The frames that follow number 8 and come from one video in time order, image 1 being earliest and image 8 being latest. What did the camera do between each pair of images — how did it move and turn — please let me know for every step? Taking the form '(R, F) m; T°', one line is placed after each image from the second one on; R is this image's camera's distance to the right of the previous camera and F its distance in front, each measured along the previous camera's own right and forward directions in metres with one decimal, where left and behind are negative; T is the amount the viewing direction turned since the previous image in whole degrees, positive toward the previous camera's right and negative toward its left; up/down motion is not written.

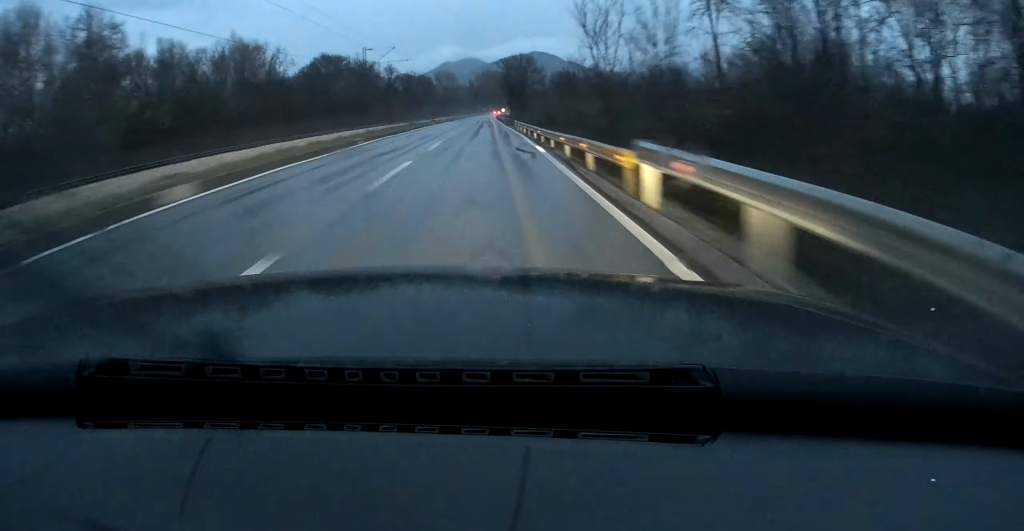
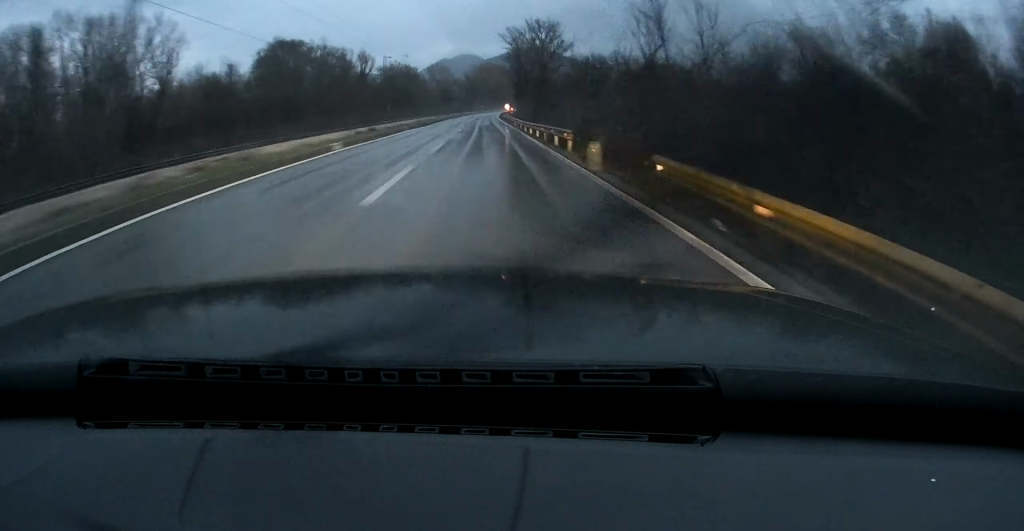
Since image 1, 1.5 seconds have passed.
(-0.1, +42.7) m; 0°
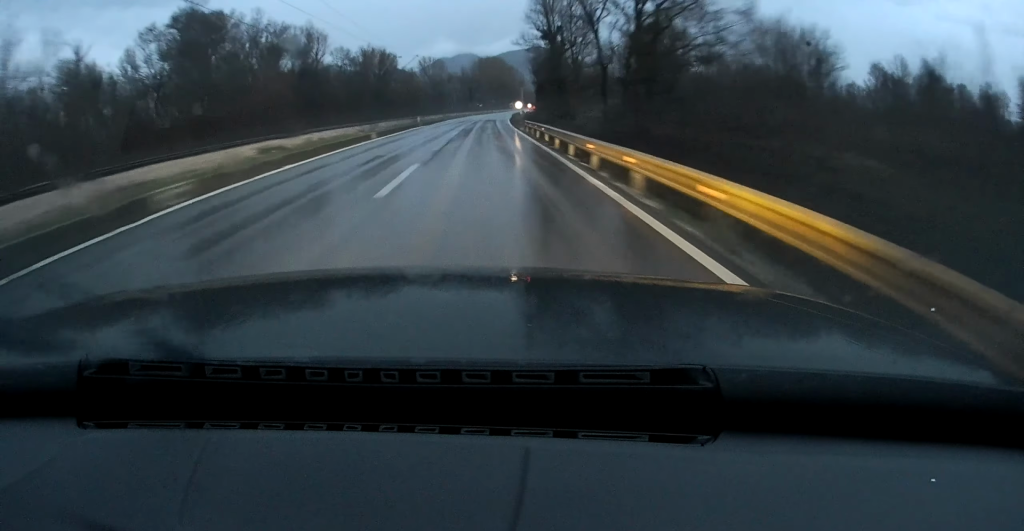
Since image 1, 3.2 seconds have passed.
(+0.1, +50.5) m; 0°
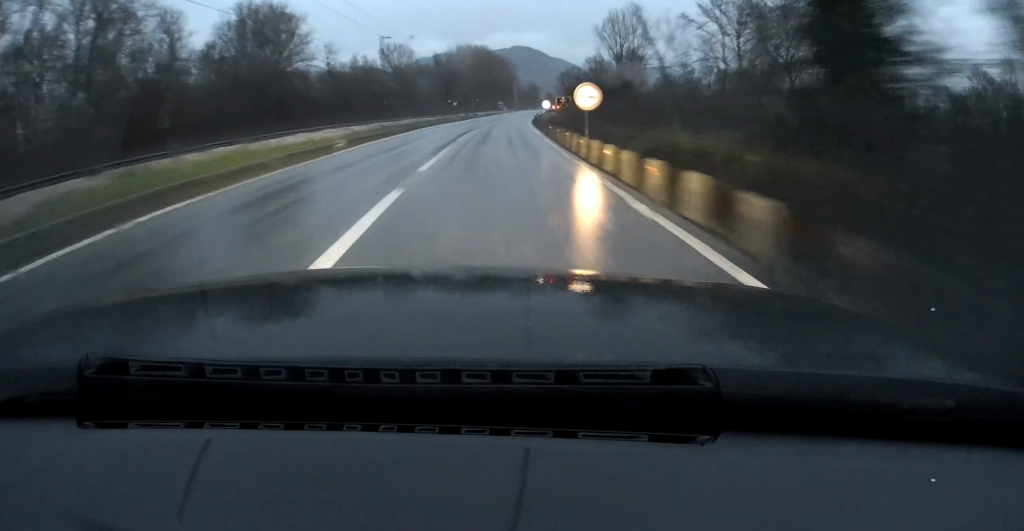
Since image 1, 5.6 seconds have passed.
(+0.9, +70.2) m; +3°
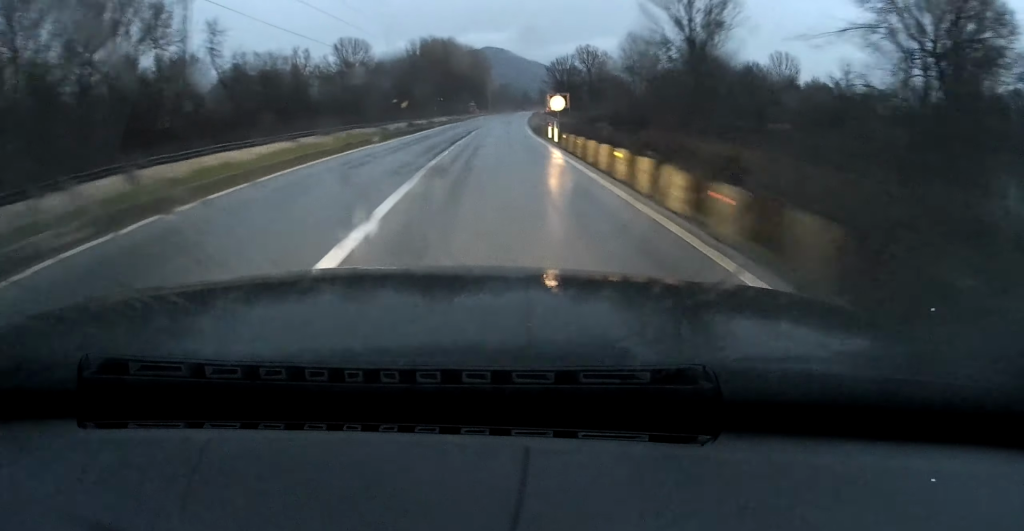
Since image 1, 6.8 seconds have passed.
(0.0, +35.2) m; +2°
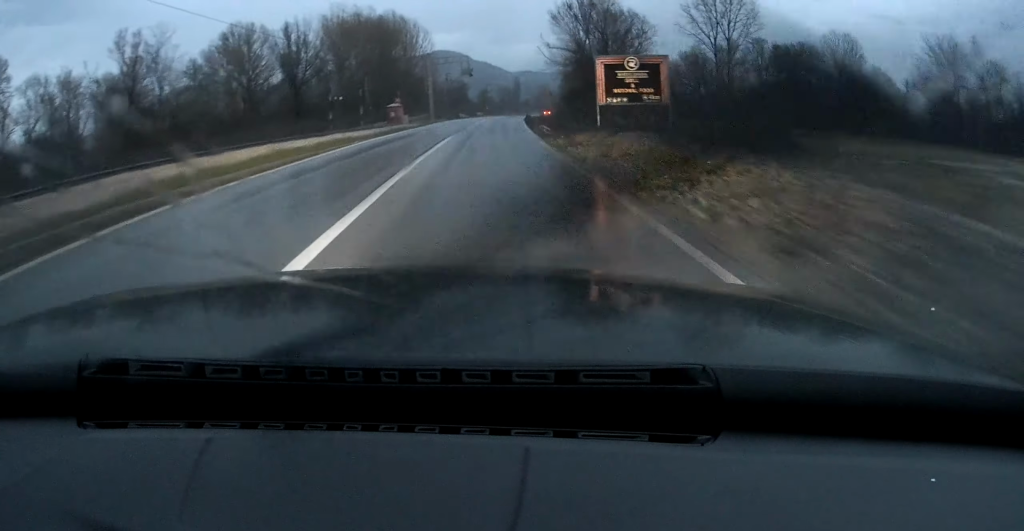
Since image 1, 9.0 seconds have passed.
(+2.6, +65.4) m; +4°
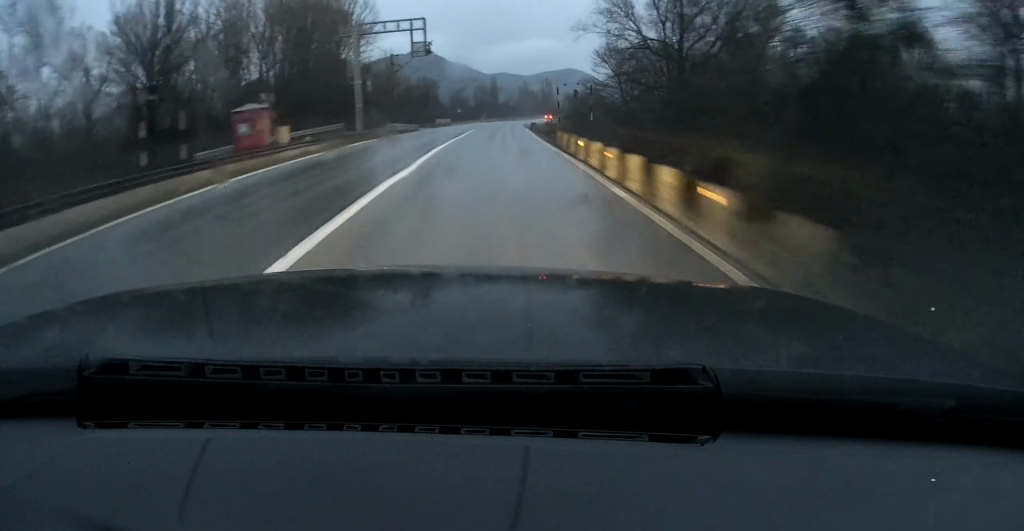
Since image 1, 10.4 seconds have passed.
(+0.6, +41.1) m; +2°
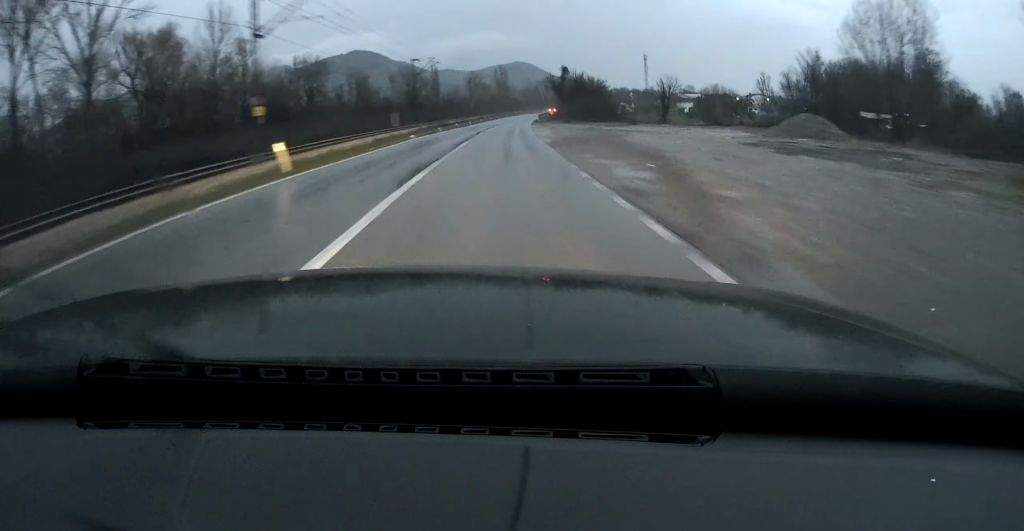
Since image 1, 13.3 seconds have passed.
(+3.9, +85.0) m; +5°
